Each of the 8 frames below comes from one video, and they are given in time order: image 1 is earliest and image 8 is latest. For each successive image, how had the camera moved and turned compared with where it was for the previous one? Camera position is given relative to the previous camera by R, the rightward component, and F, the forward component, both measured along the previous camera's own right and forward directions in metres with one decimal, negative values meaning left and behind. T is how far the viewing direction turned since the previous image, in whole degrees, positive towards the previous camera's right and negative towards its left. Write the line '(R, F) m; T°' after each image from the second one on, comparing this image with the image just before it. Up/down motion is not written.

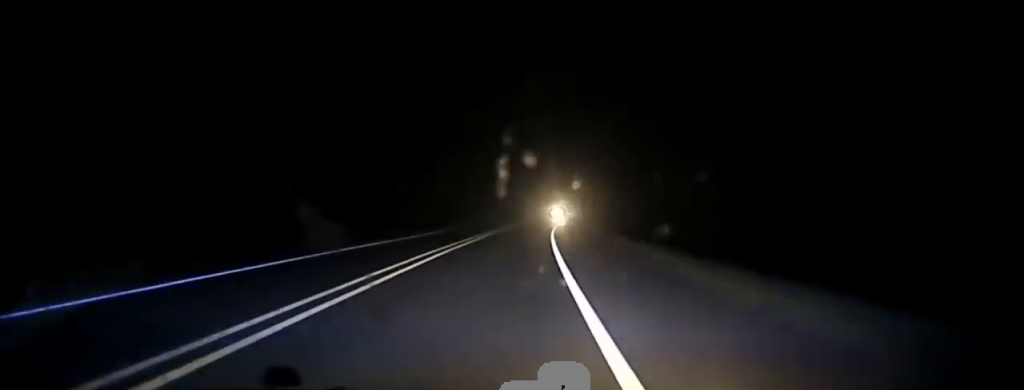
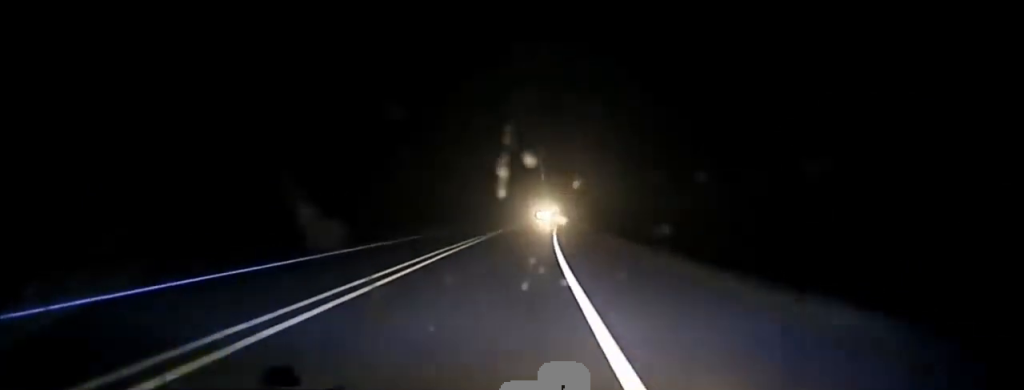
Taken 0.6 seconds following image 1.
(0.0, +23.1) m; 0°
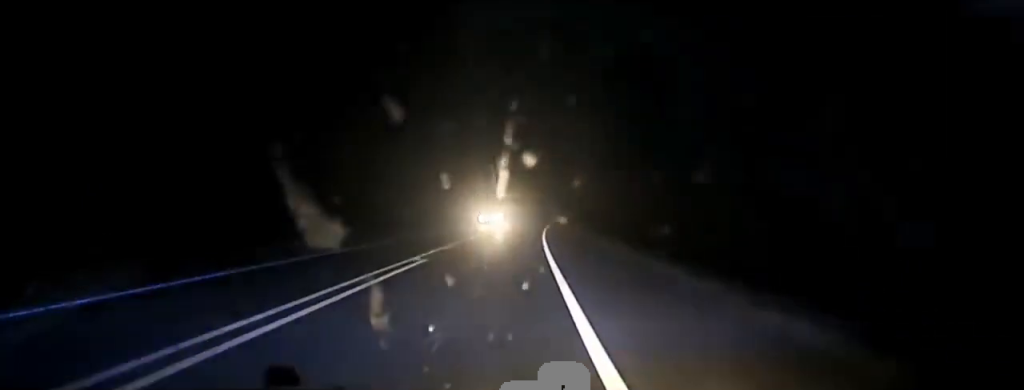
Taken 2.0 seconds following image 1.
(+0.7, +50.6) m; +2°
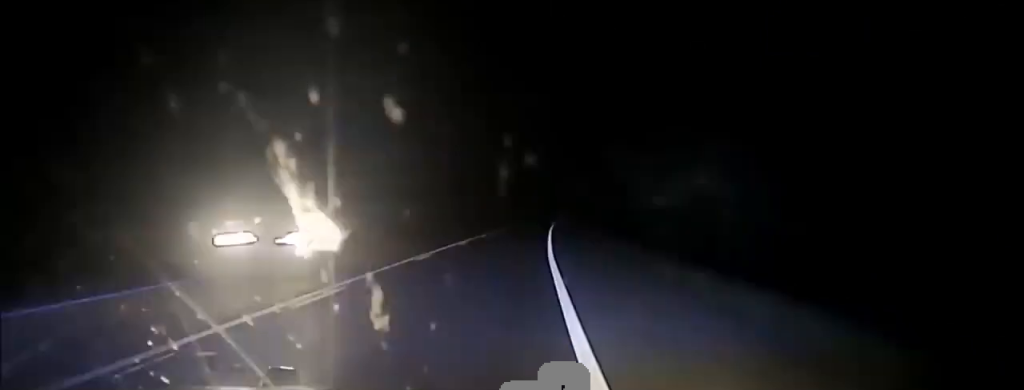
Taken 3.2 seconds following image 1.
(+0.8, +42.5) m; +1°
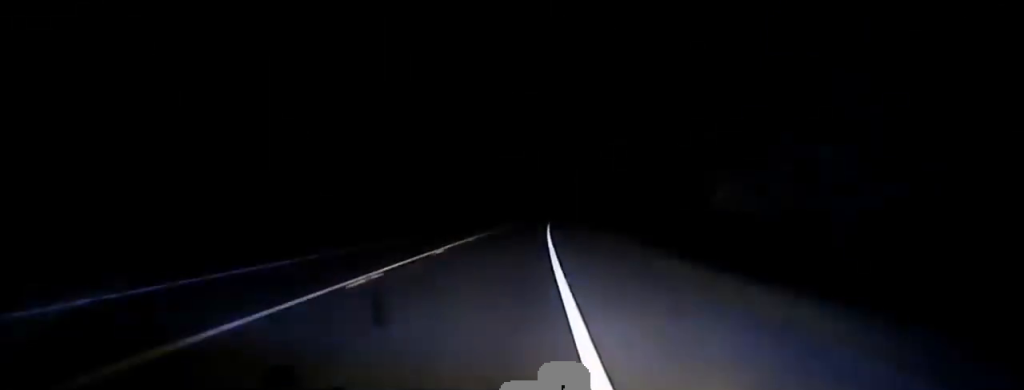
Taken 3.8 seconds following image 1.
(+0.1, +20.3) m; 0°
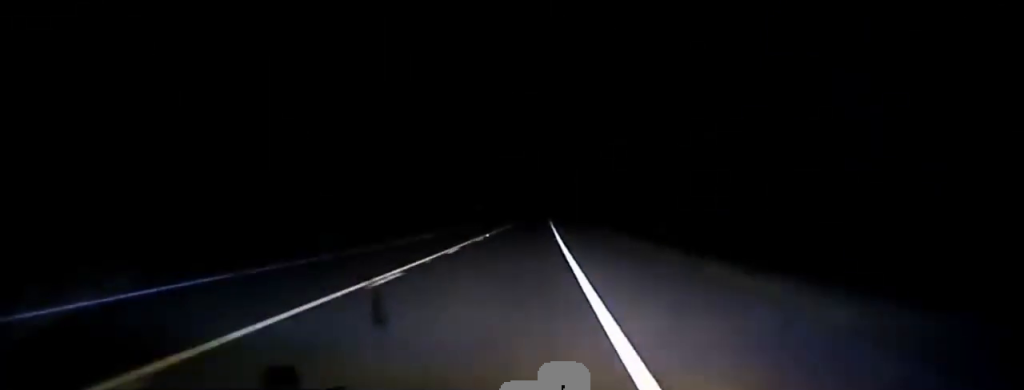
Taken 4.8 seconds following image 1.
(0.0, +37.1) m; 0°
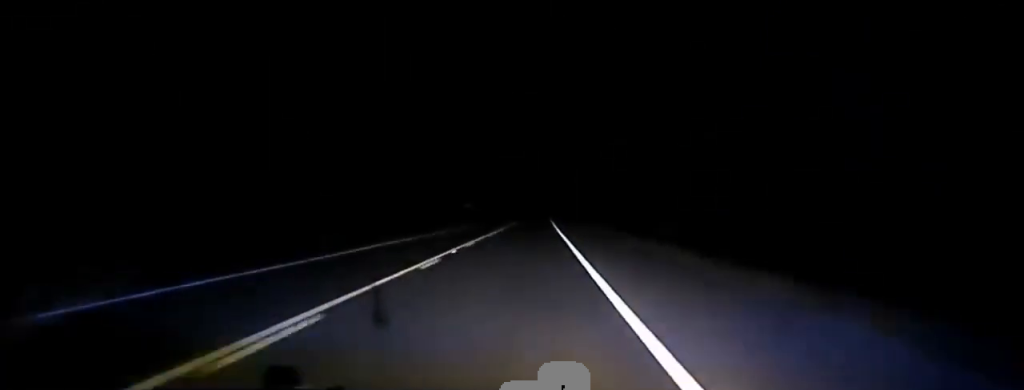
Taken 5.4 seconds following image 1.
(-0.2, +19.7) m; 0°
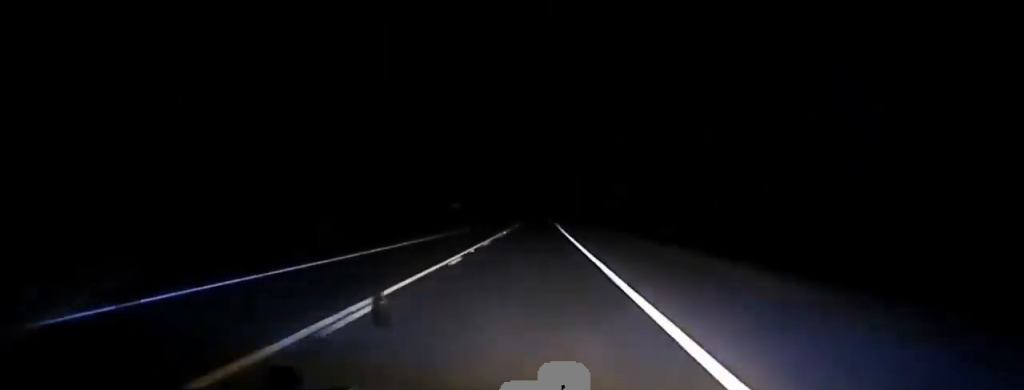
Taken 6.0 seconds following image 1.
(+0.4, +21.7) m; 0°
